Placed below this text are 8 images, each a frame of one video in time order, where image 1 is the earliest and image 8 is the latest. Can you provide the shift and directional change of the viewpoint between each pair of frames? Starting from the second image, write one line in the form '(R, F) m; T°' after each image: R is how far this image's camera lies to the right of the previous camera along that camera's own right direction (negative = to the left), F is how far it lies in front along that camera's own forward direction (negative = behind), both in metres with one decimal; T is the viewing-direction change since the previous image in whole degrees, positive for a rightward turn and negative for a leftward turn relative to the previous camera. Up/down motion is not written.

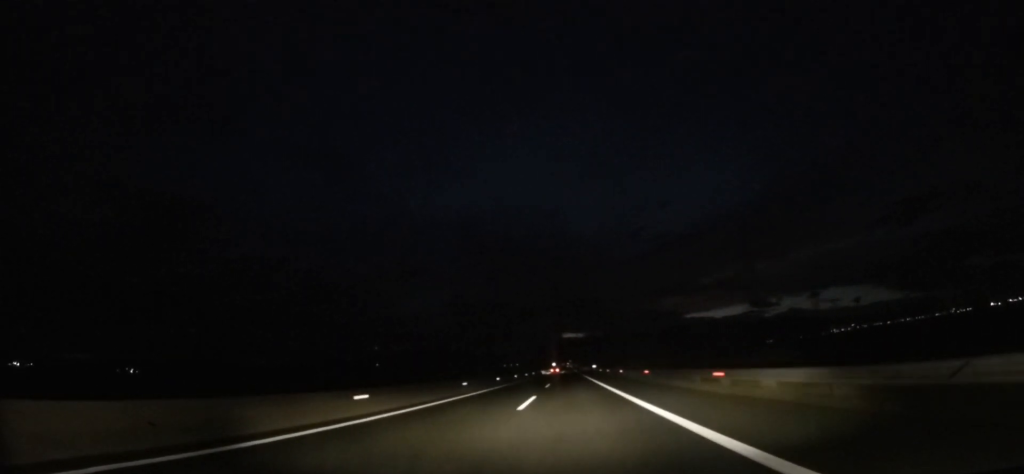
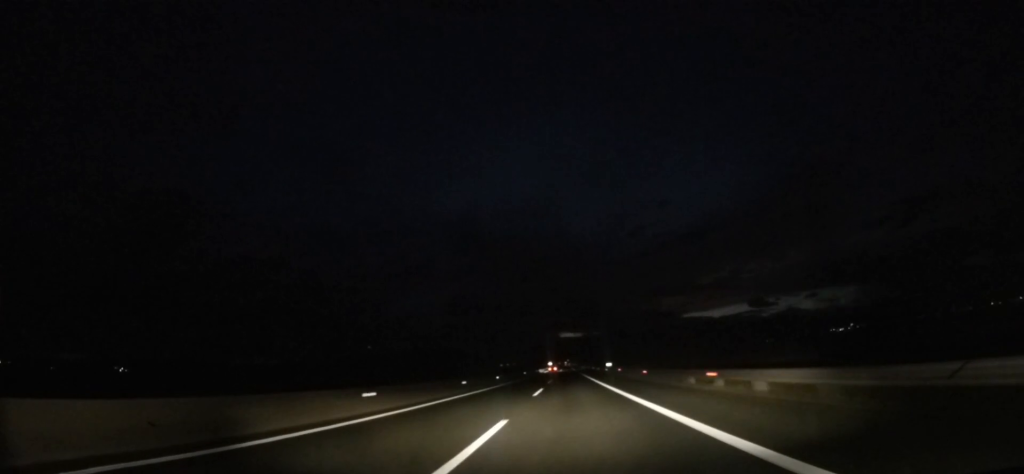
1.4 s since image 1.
(+0.3, +47.8) m; +1°
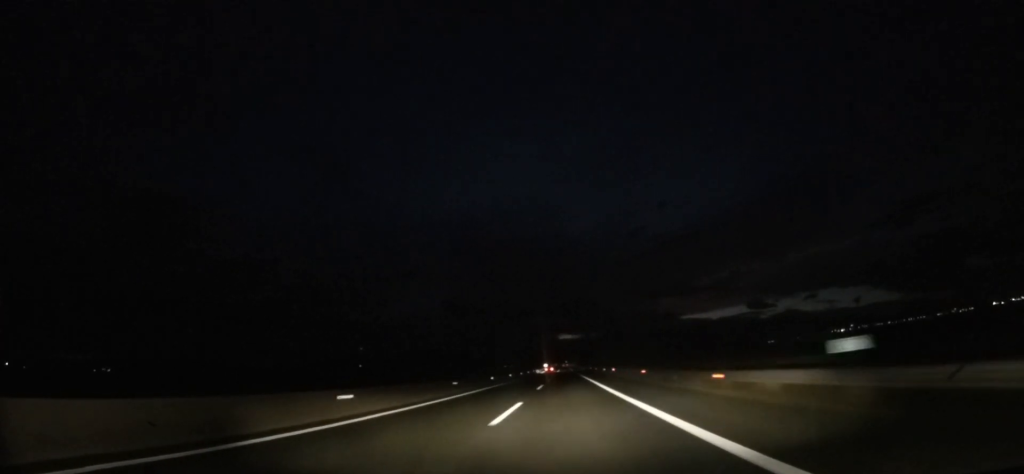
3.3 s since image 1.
(+0.1, +64.7) m; +1°
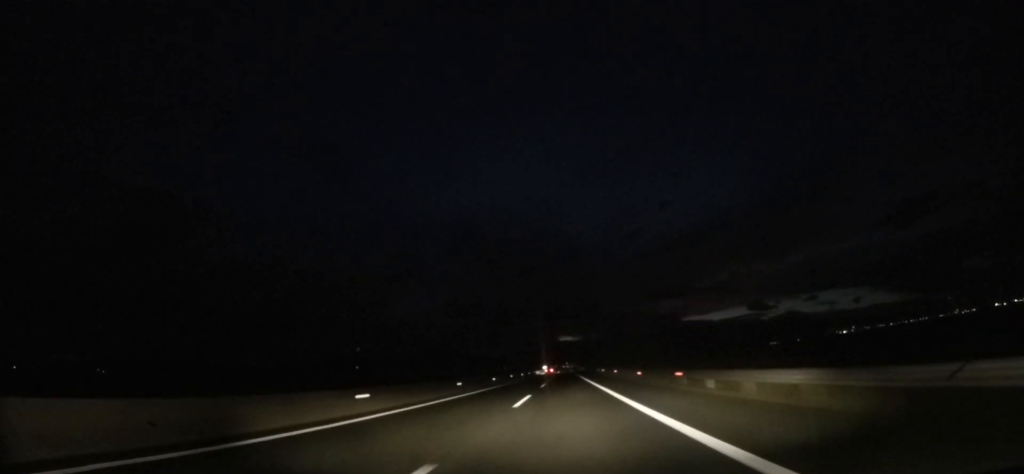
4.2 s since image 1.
(+0.6, +30.9) m; 0°
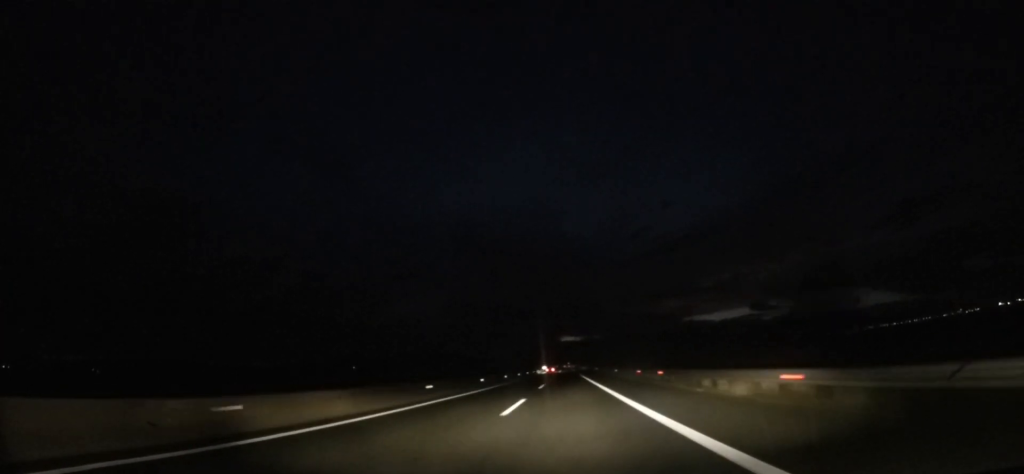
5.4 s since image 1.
(+0.5, +39.3) m; 0°
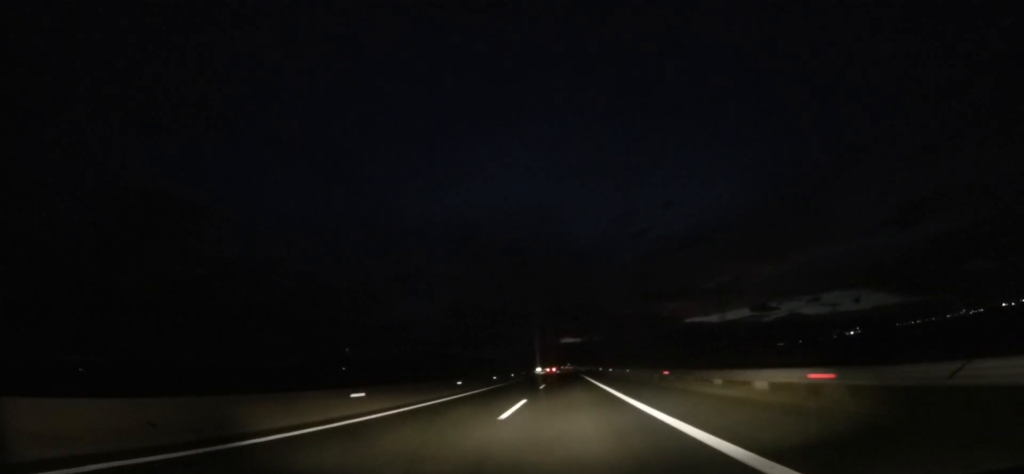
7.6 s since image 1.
(-1.4, +73.0) m; -1°
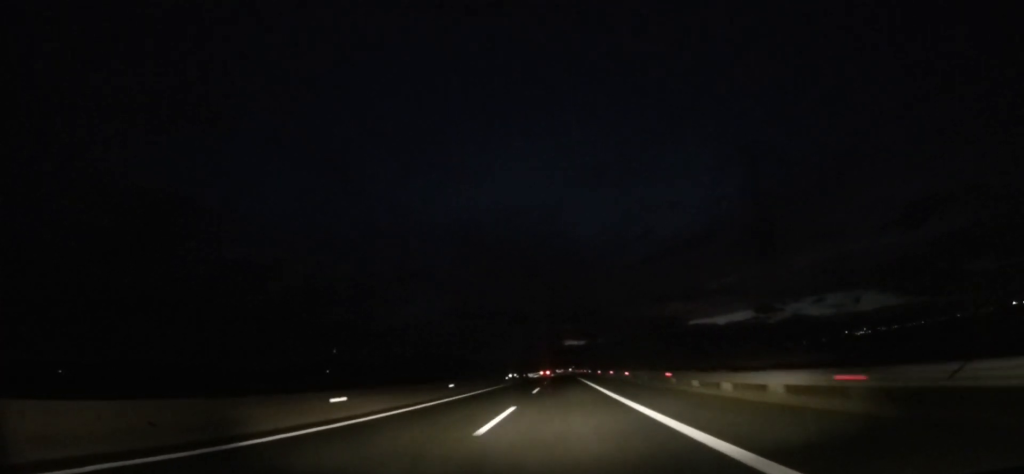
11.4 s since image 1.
(-0.3, +128.9) m; -1°
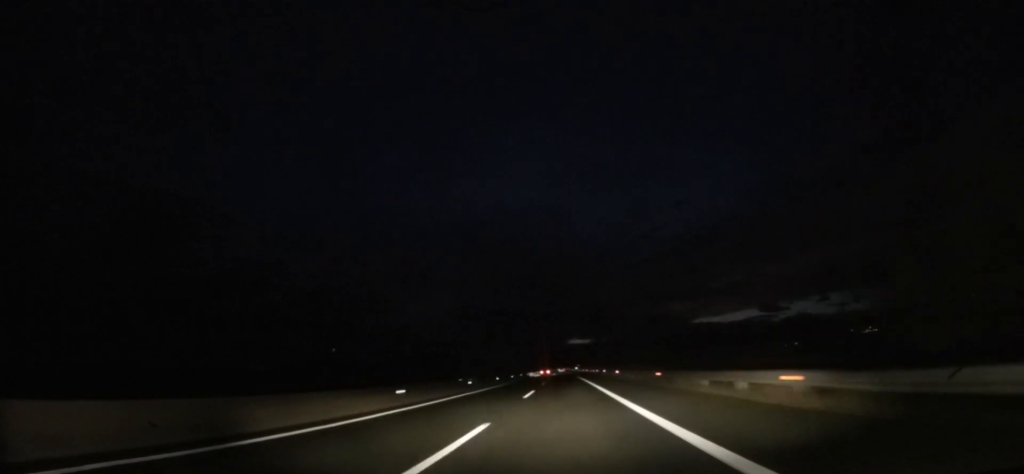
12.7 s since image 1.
(-0.5, +42.0) m; 0°
